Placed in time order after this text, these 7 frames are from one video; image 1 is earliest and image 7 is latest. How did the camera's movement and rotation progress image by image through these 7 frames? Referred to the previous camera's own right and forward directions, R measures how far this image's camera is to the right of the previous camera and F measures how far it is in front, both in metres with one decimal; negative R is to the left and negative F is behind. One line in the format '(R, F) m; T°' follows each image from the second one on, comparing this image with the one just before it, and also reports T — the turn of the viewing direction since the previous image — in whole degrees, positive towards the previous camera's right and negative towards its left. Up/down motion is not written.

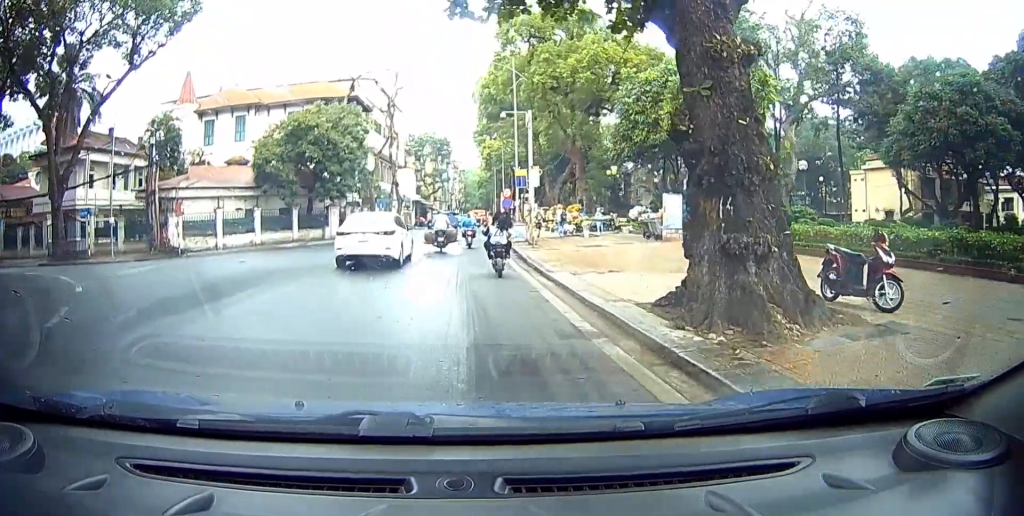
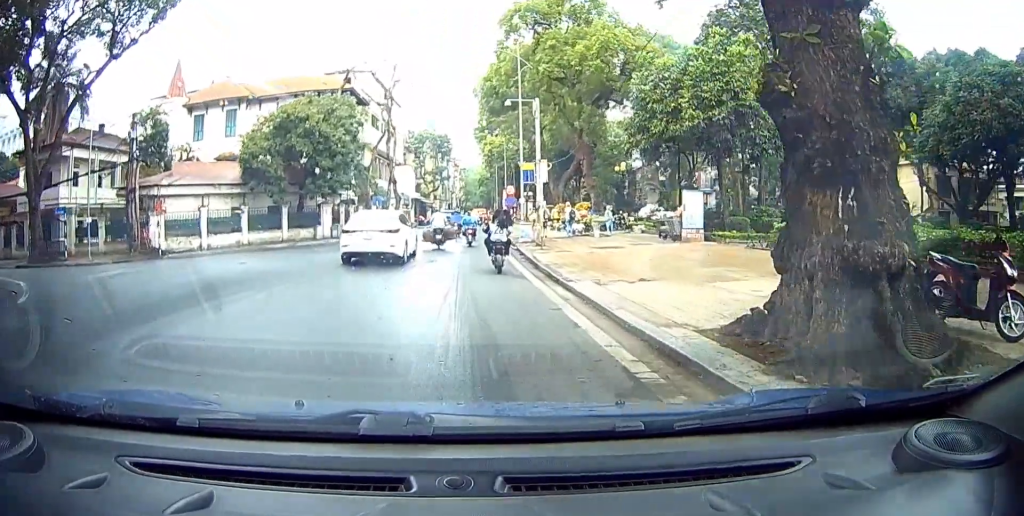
(0.0, +2.4) m; 0°
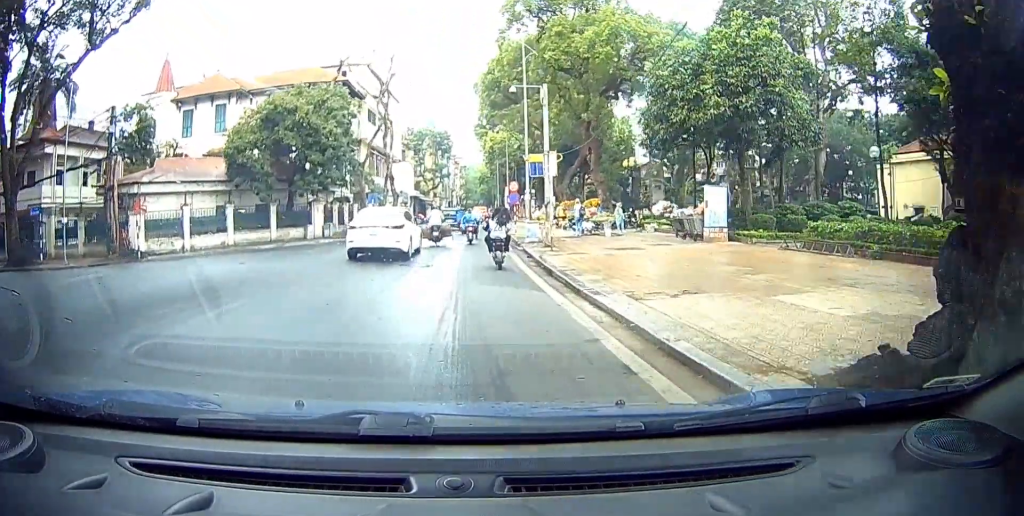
(0.0, +2.8) m; 0°
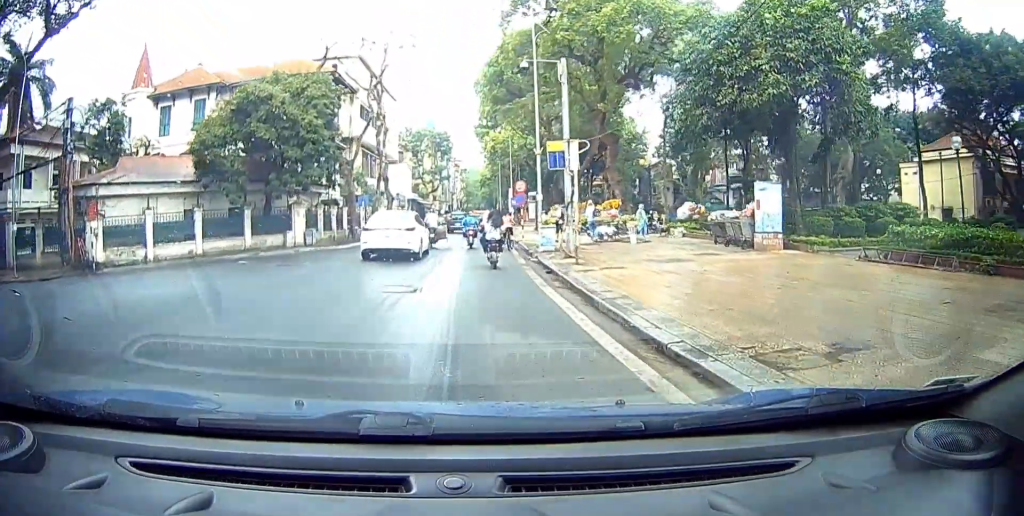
(0.0, +4.5) m; 0°
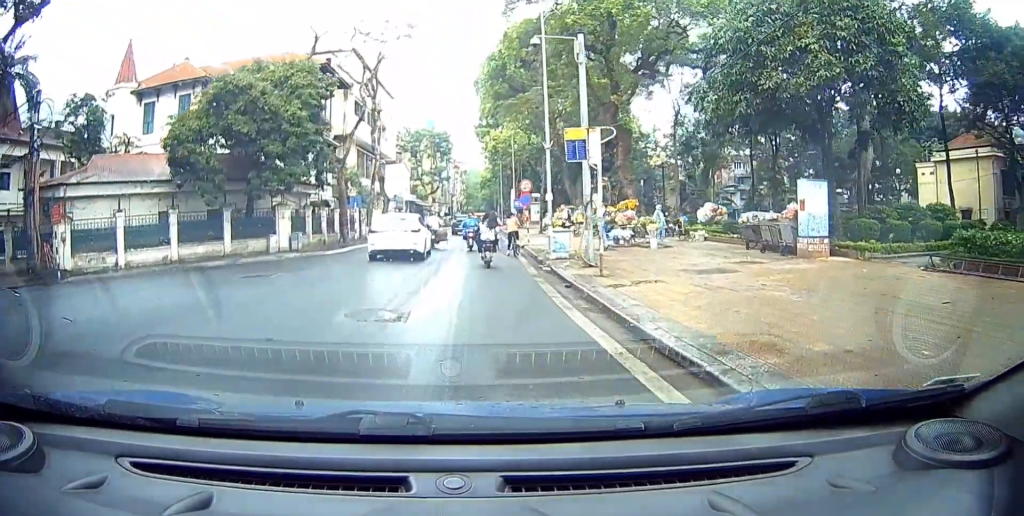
(0.0, +3.0) m; 0°
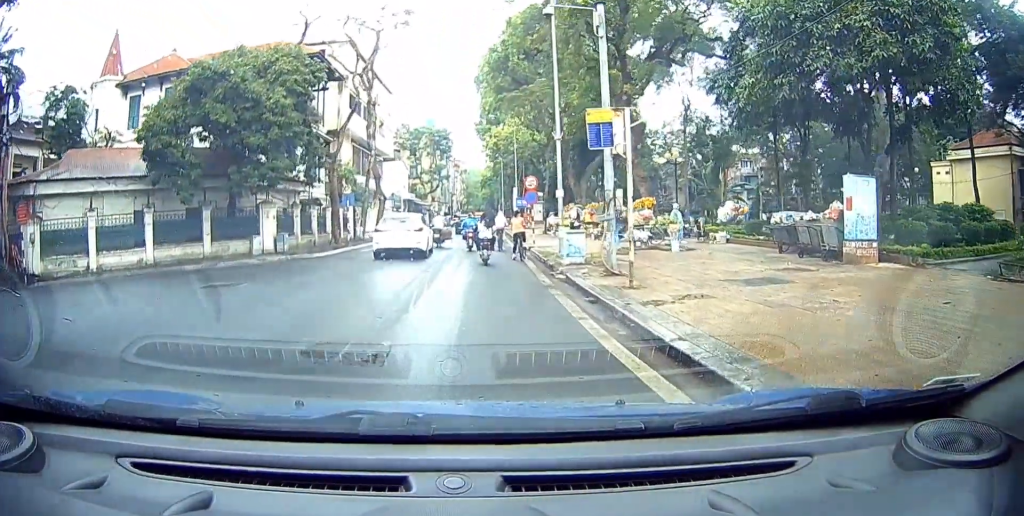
(0.0, +2.5) m; 0°
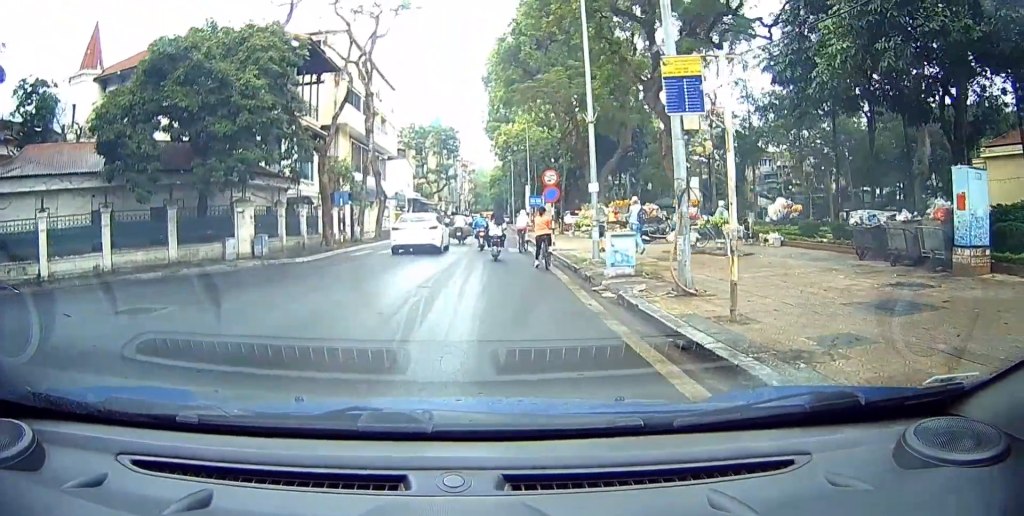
(0.0, +4.1) m; 0°
